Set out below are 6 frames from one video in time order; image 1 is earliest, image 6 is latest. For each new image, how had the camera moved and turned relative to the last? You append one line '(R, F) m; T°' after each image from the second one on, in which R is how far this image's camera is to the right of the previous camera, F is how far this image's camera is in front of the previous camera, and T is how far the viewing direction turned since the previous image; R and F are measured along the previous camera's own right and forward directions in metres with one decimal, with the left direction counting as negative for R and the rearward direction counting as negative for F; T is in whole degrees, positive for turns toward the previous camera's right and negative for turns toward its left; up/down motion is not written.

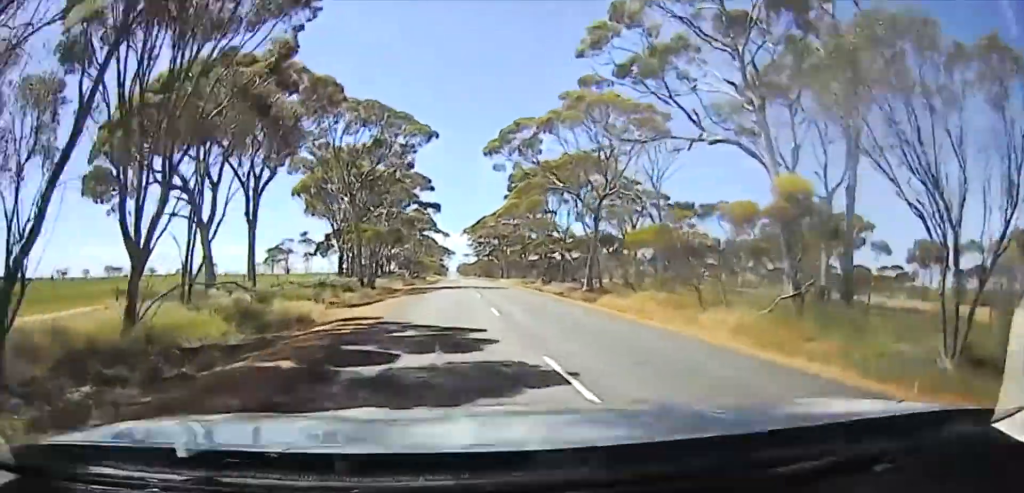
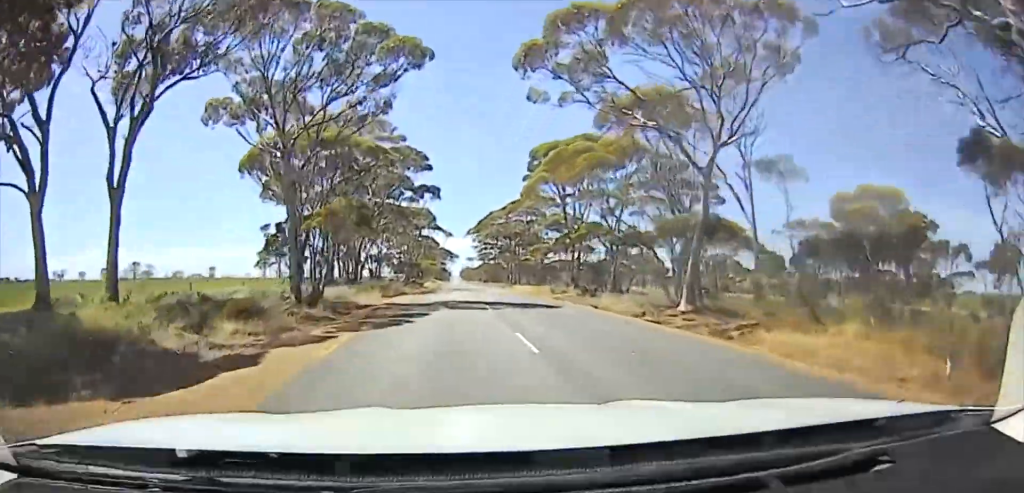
(0.0, +24.3) m; 0°
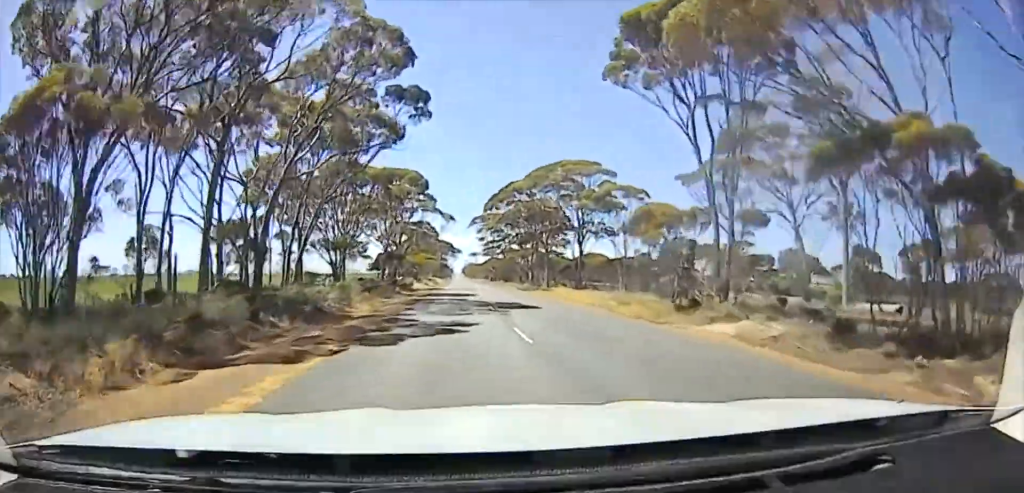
(0.0, +54.1) m; 0°
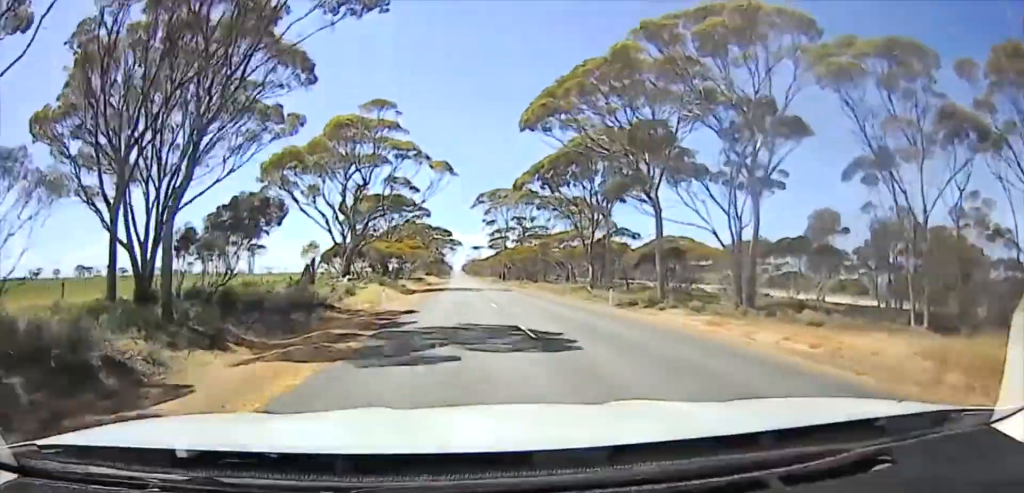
(0.0, +82.0) m; 0°
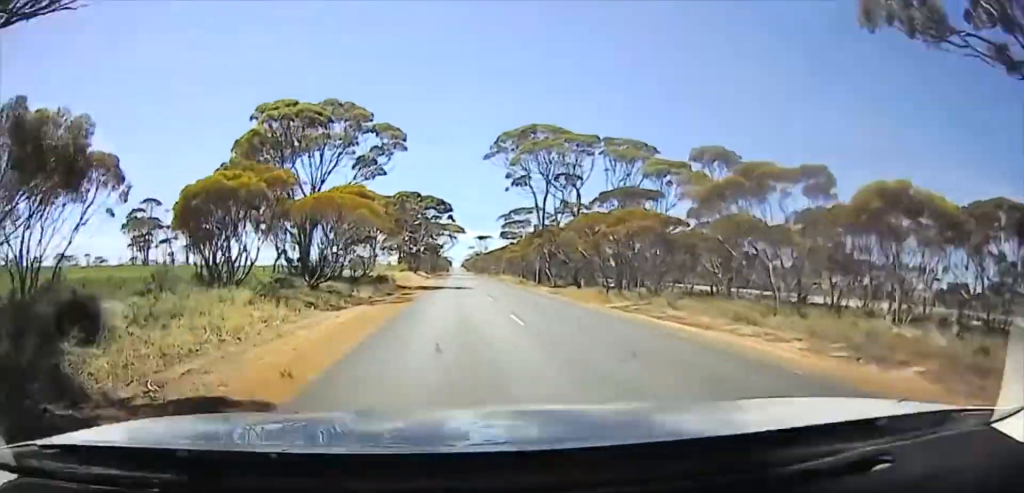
(0.0, +81.5) m; 0°
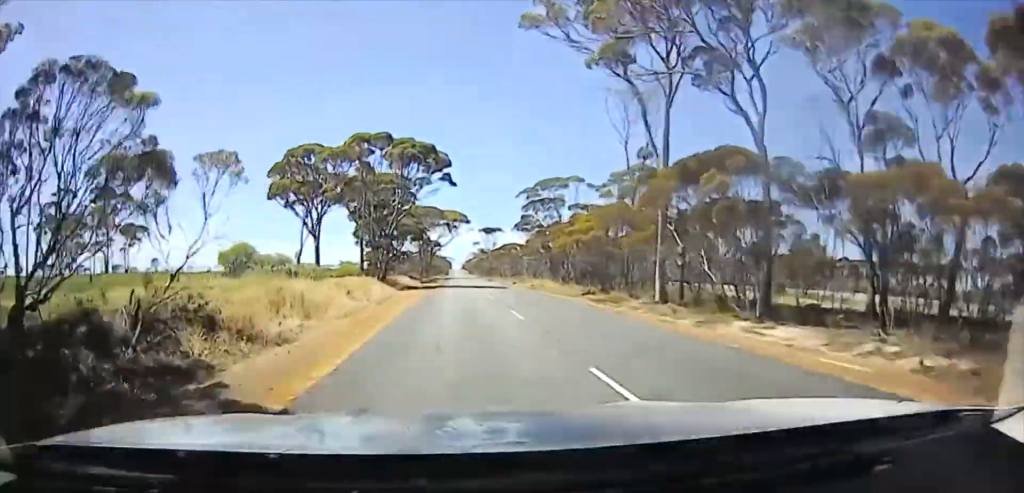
(0.0, +50.7) m; 0°
